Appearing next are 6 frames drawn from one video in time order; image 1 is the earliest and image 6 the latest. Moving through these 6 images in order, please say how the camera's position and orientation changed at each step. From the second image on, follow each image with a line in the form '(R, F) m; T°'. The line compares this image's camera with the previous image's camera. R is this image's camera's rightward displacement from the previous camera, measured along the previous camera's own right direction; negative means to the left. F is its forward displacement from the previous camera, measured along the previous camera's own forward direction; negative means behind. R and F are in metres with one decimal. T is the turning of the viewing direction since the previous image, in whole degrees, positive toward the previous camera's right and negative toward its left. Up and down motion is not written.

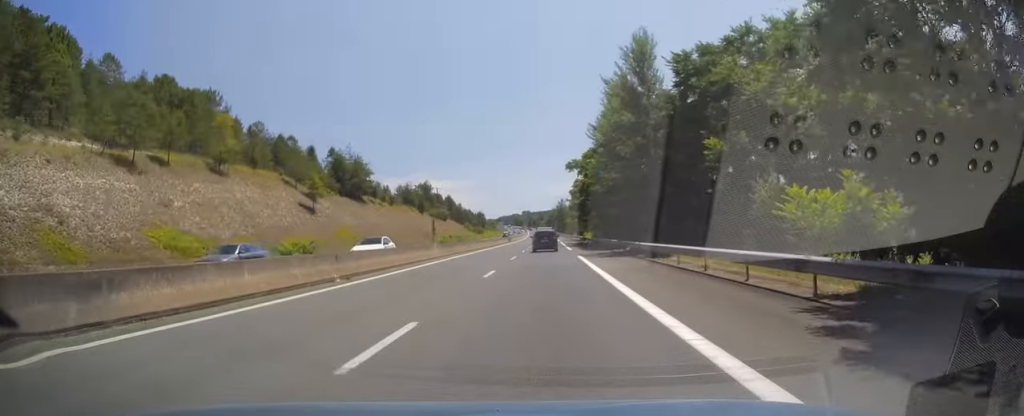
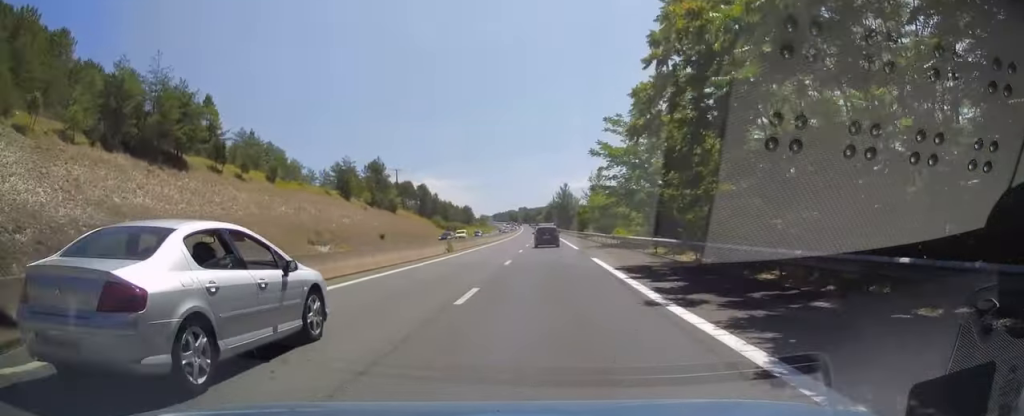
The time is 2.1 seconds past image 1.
(-0.1, +59.7) m; +1°
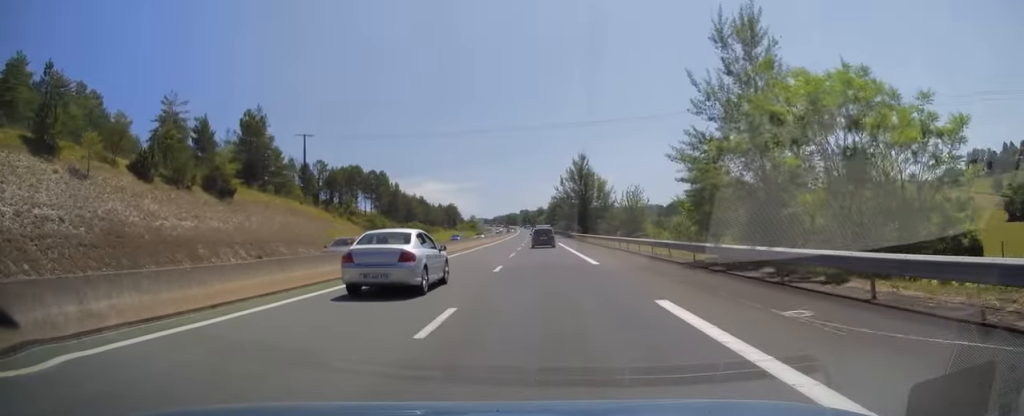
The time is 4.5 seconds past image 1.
(-0.4, +68.2) m; -1°
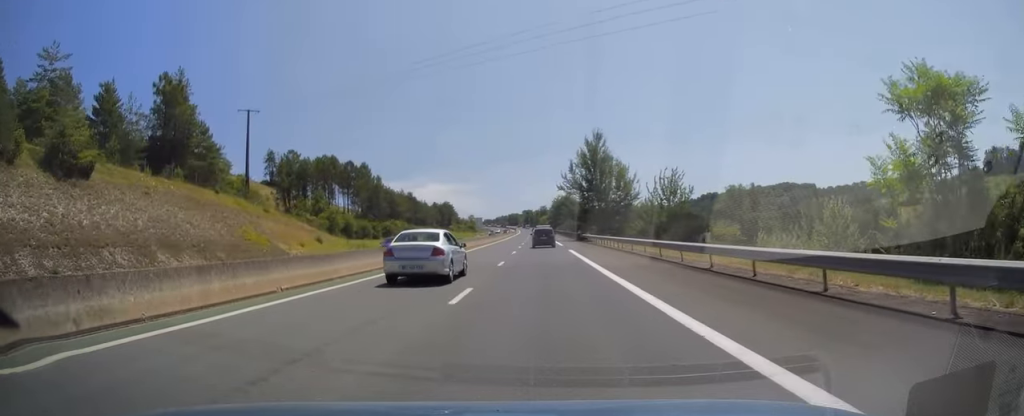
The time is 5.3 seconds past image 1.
(+0.1, +22.2) m; 0°
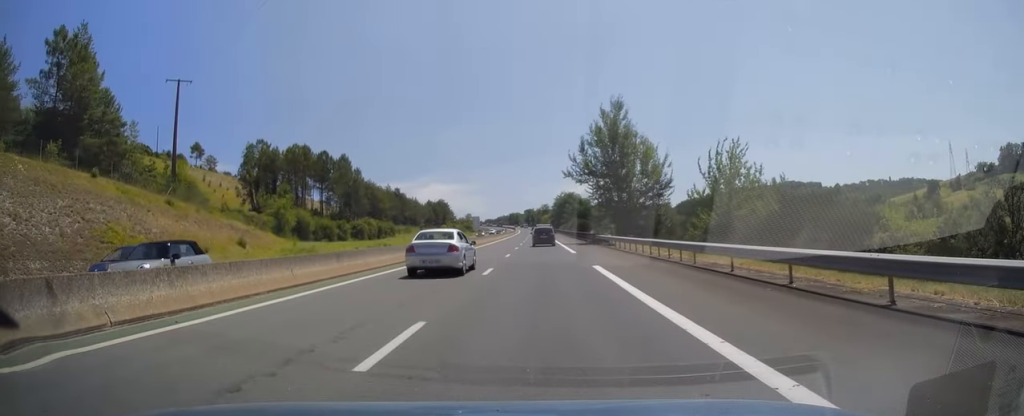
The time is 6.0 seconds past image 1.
(+0.1, +18.5) m; 0°
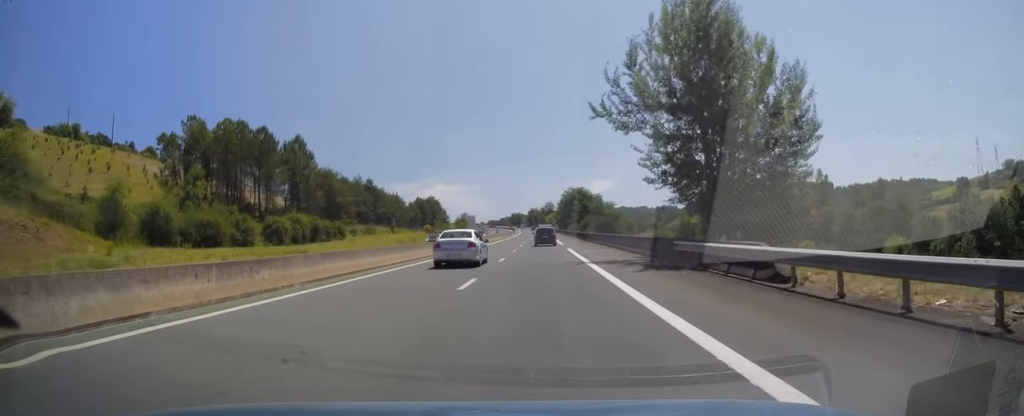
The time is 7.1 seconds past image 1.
(-0.3, +30.7) m; -1°
